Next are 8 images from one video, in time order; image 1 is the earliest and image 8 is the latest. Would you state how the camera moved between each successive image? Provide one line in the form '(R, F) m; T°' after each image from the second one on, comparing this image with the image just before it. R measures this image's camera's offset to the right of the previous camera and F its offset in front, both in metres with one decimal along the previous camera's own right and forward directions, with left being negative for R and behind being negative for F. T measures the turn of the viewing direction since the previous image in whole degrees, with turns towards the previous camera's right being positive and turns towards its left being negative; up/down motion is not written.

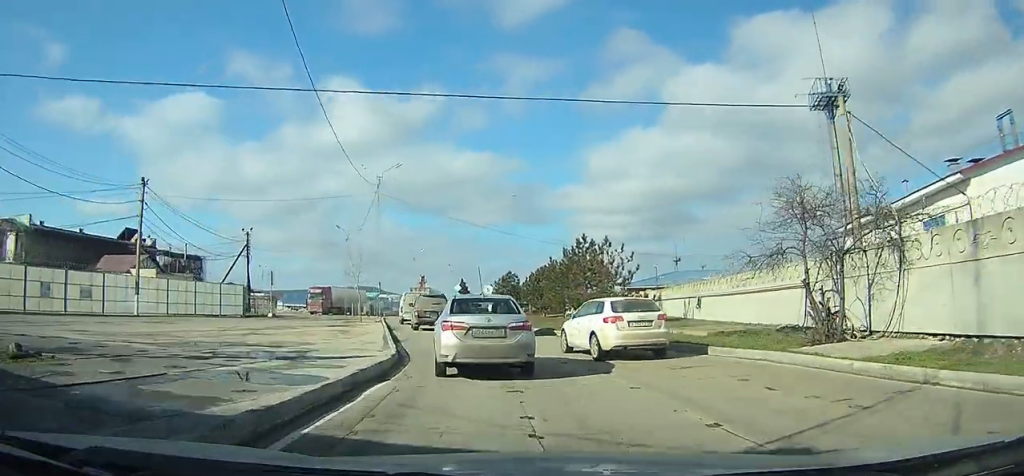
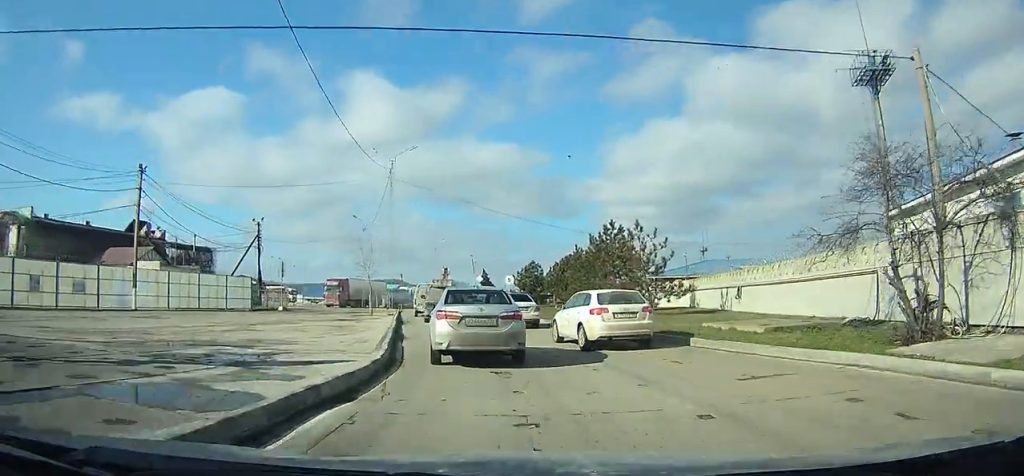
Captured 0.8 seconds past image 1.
(0.0, +3.0) m; -2°
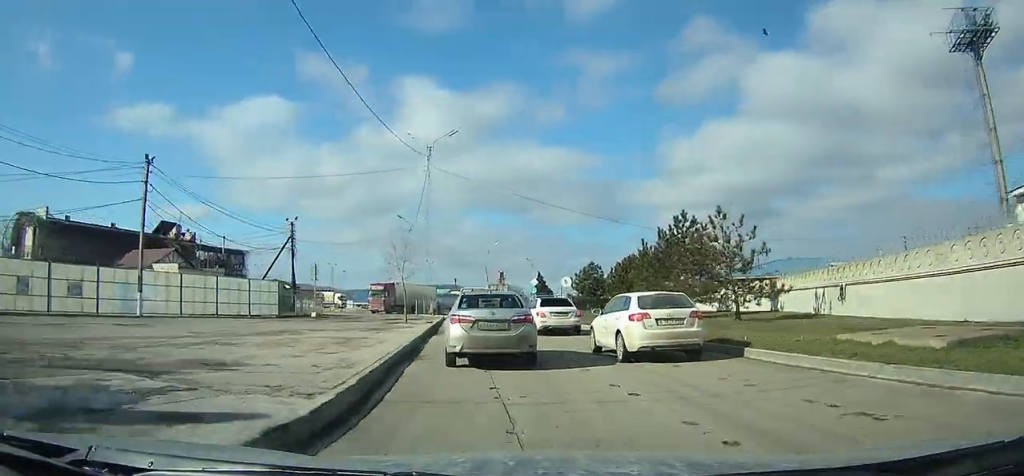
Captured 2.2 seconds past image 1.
(0.0, +5.3) m; -4°
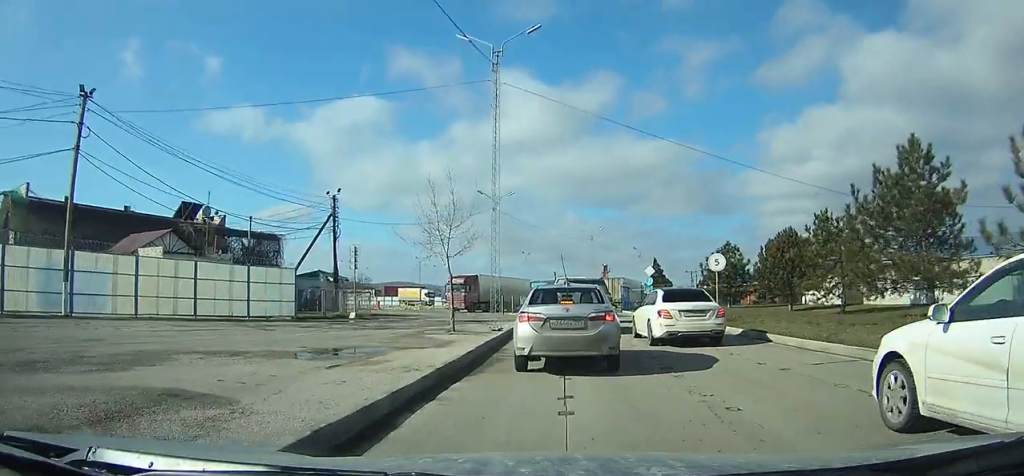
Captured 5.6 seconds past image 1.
(-0.9, +11.0) m; -3°
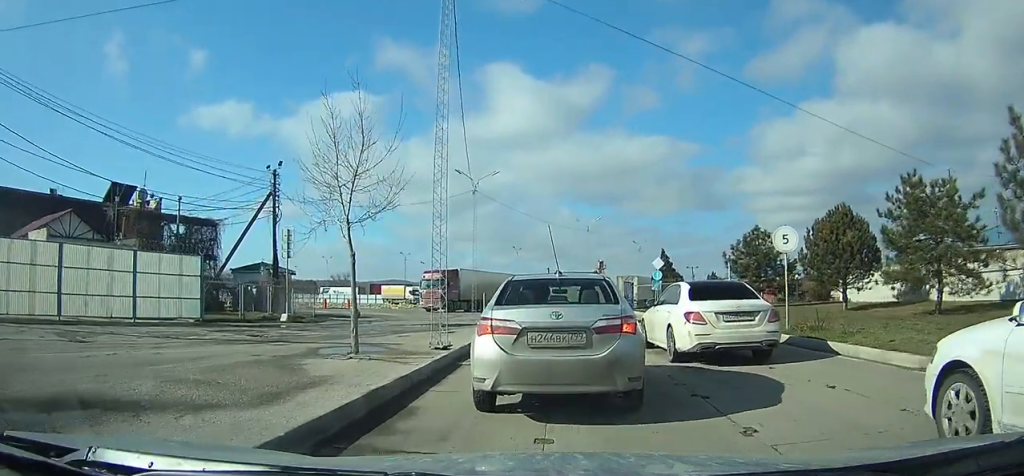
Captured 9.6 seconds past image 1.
(+0.1, +8.8) m; -4°
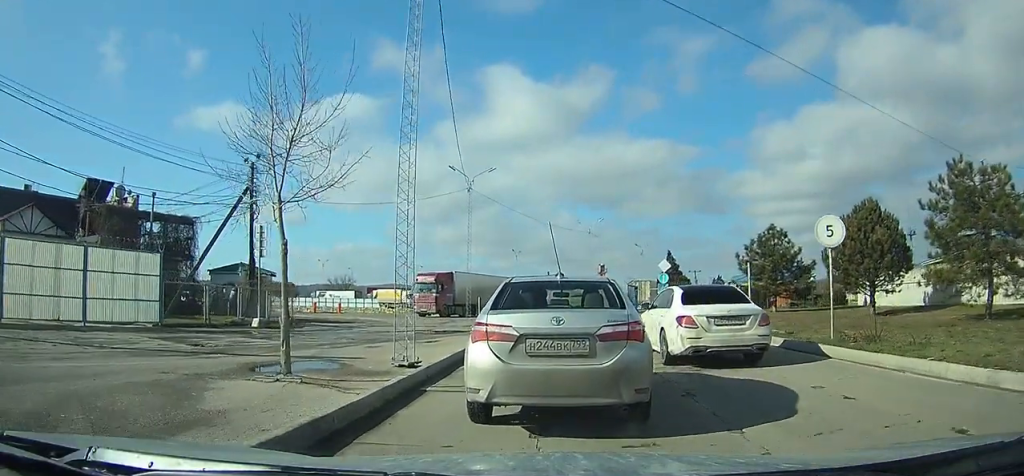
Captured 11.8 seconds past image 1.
(-0.1, +3.8) m; -1°
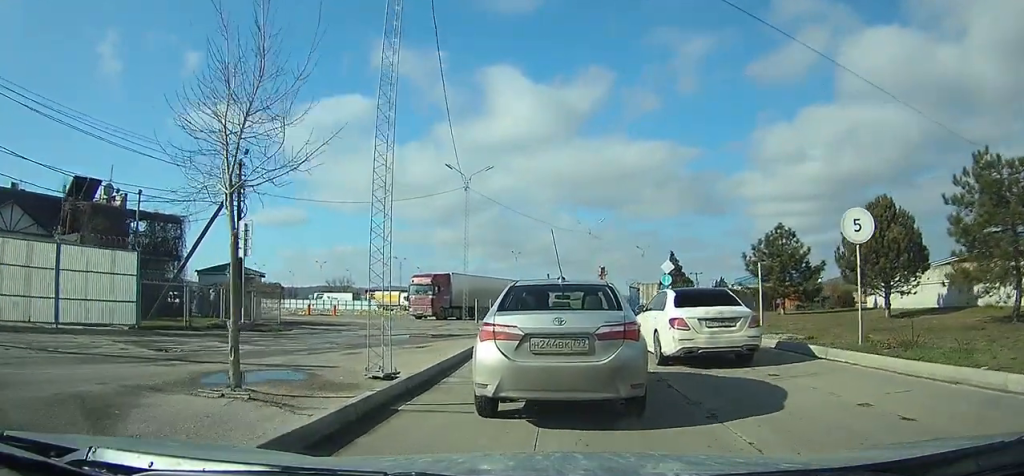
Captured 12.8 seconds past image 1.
(0.0, +1.8) m; +1°
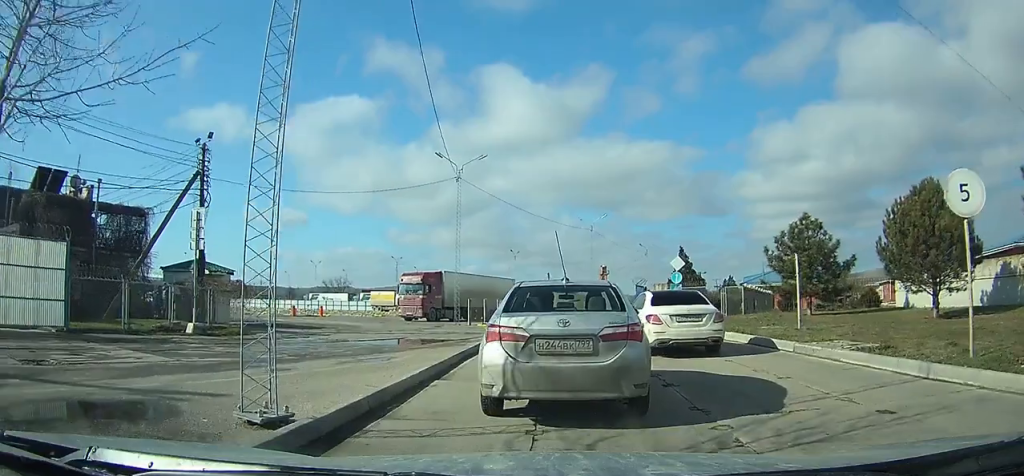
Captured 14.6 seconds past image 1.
(+0.1, +3.4) m; +1°
